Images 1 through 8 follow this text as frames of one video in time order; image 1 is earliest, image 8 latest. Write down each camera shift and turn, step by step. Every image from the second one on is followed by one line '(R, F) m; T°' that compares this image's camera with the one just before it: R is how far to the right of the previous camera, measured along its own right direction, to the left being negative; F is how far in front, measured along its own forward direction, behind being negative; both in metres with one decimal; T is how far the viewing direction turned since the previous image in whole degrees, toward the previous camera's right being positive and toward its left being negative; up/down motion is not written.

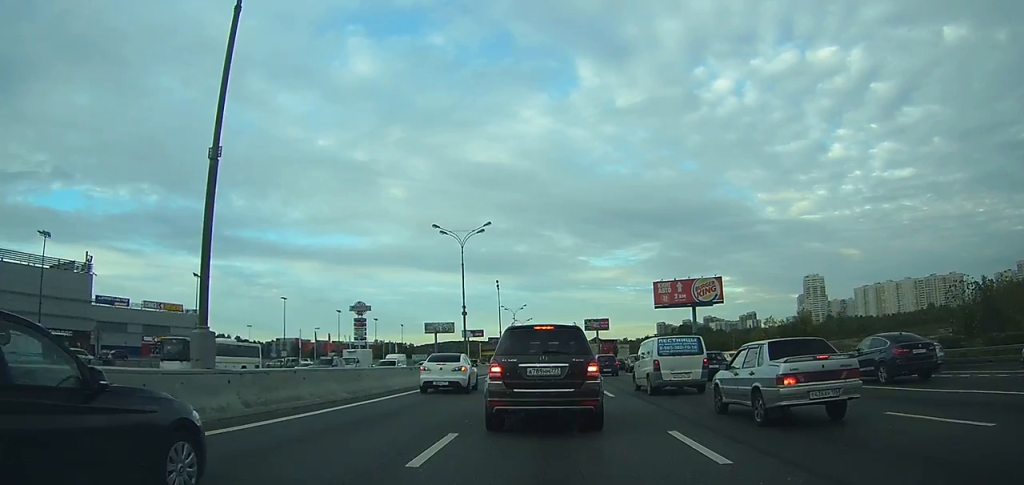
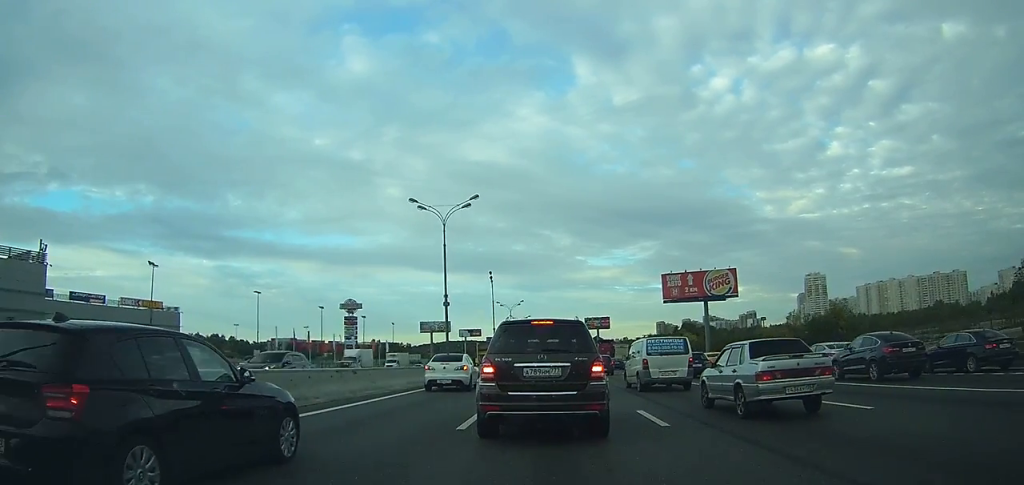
(0.0, +8.3) m; +1°
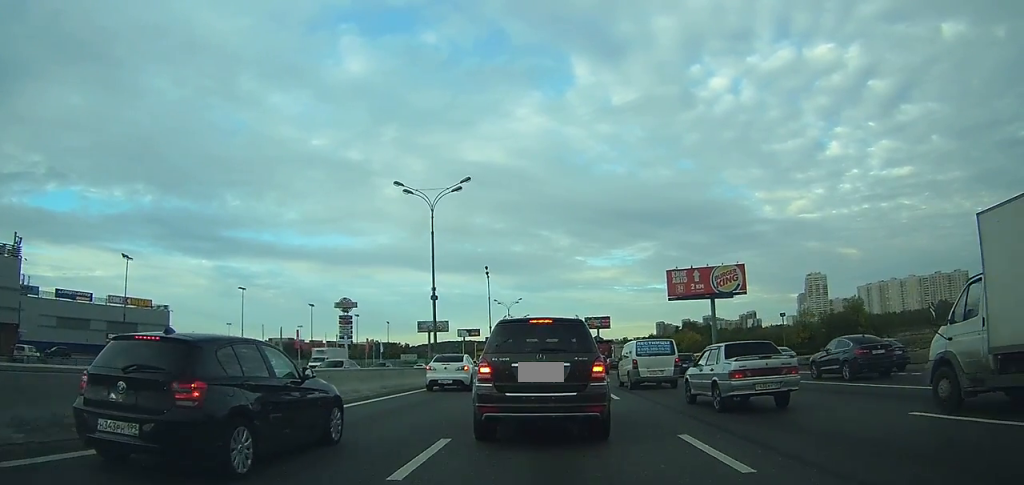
(+0.1, +4.5) m; +2°
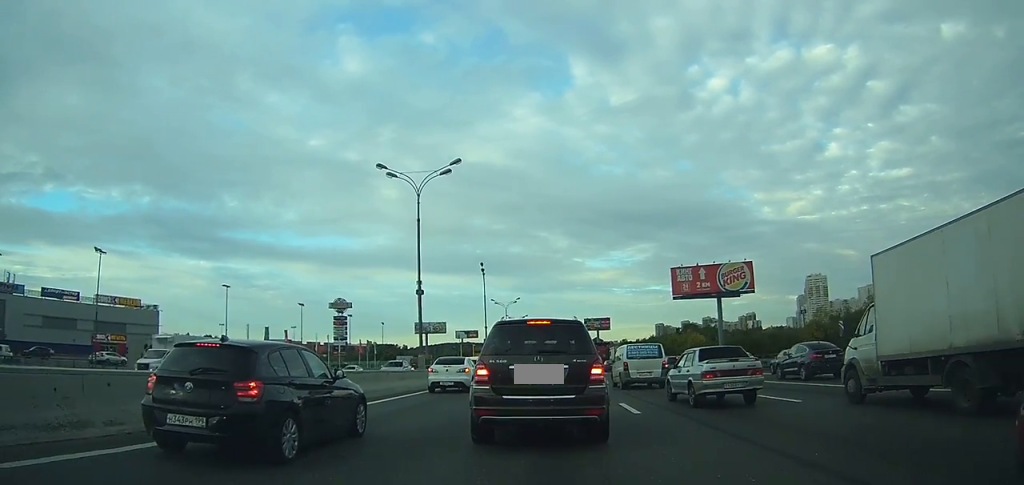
(+0.1, +4.1) m; 0°
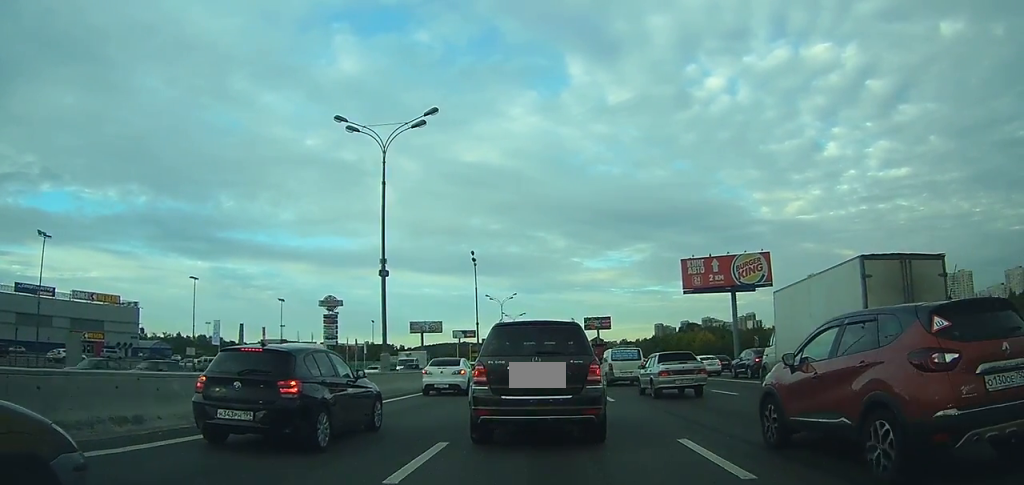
(-0.2, +7.6) m; -2°
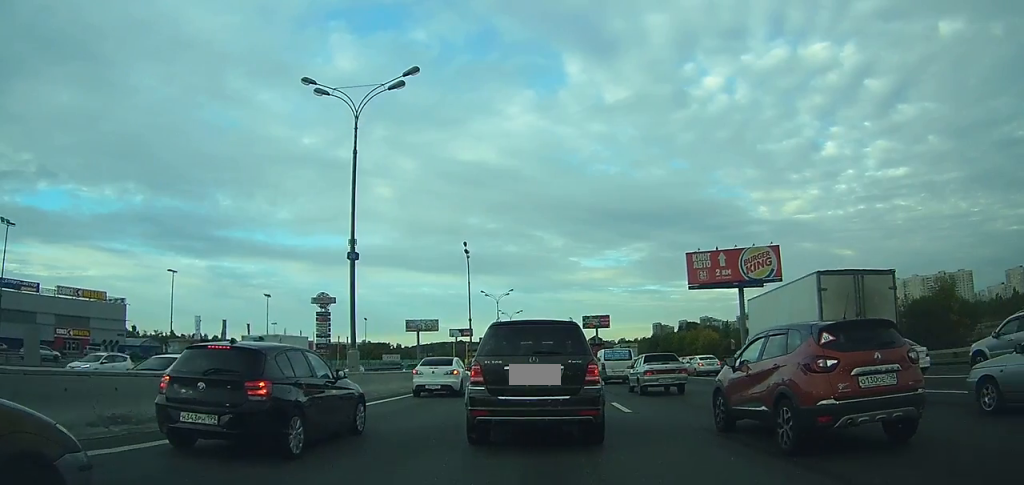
(0.0, +4.0) m; +1°
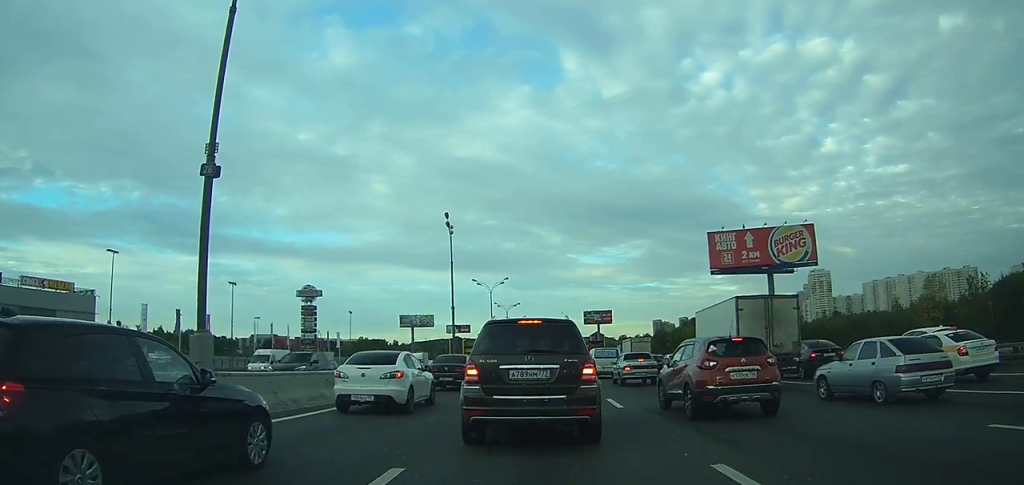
(-0.2, +10.3) m; -6°
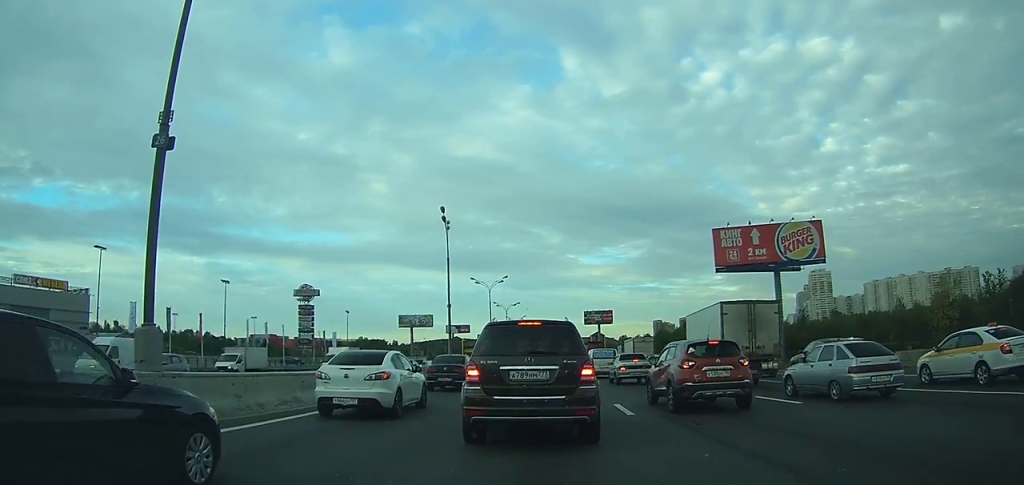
(-0.1, +2.1) m; -1°
